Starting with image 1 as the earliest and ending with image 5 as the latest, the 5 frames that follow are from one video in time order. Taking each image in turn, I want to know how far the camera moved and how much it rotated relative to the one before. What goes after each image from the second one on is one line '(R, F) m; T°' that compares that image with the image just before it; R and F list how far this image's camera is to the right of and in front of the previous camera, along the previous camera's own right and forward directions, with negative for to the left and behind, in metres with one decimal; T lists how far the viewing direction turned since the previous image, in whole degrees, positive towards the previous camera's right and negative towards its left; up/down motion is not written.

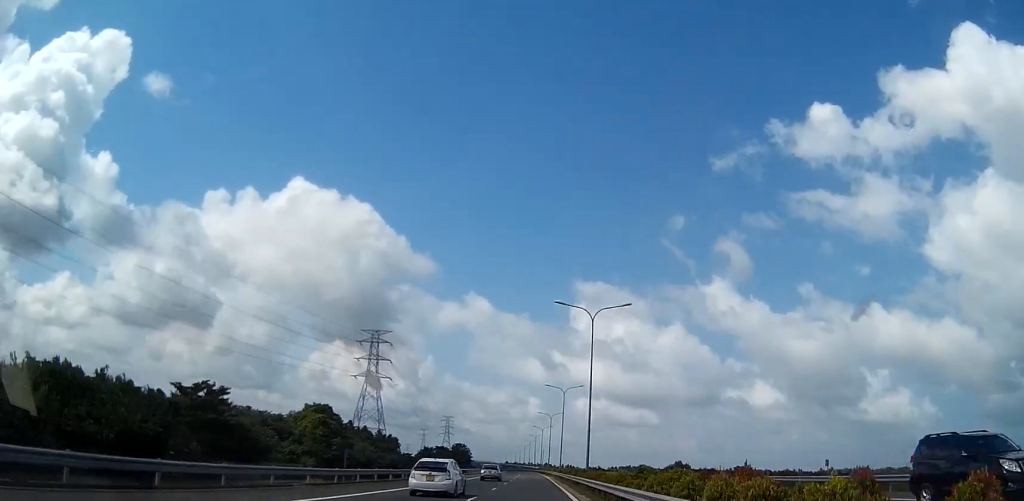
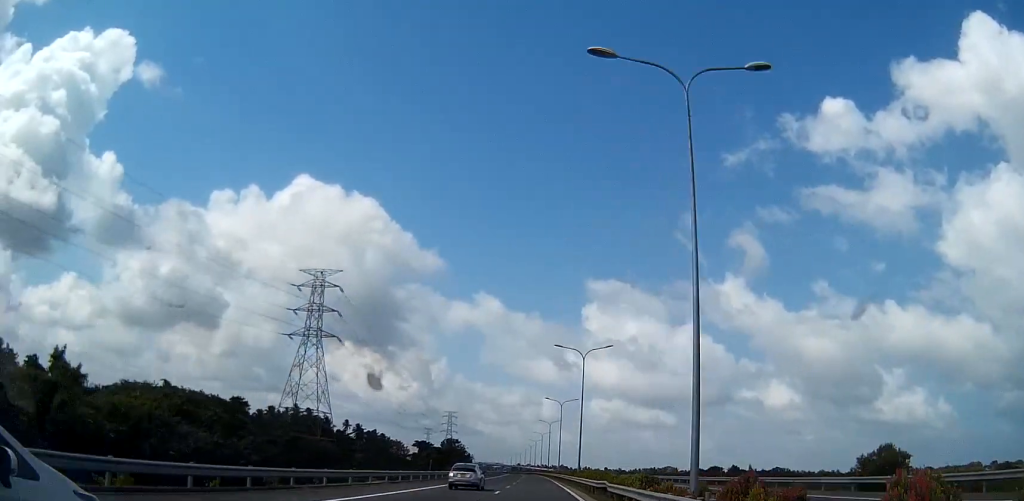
(-0.4, +77.2) m; -1°
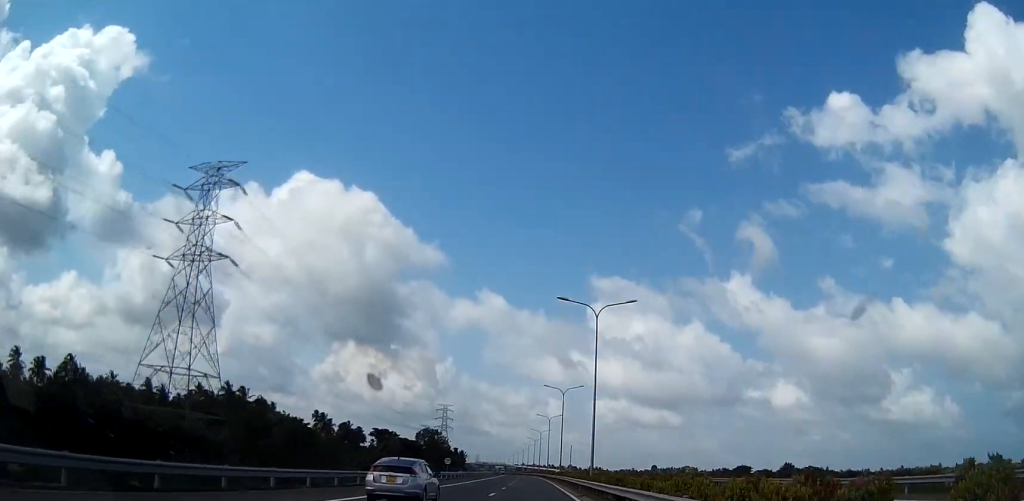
(-0.9, +63.6) m; -2°
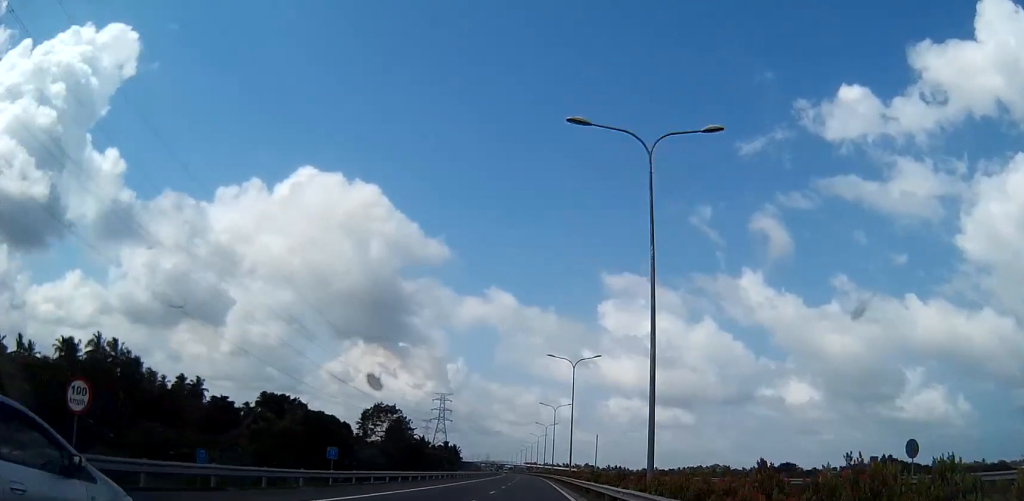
(-0.7, +70.1) m; -1°
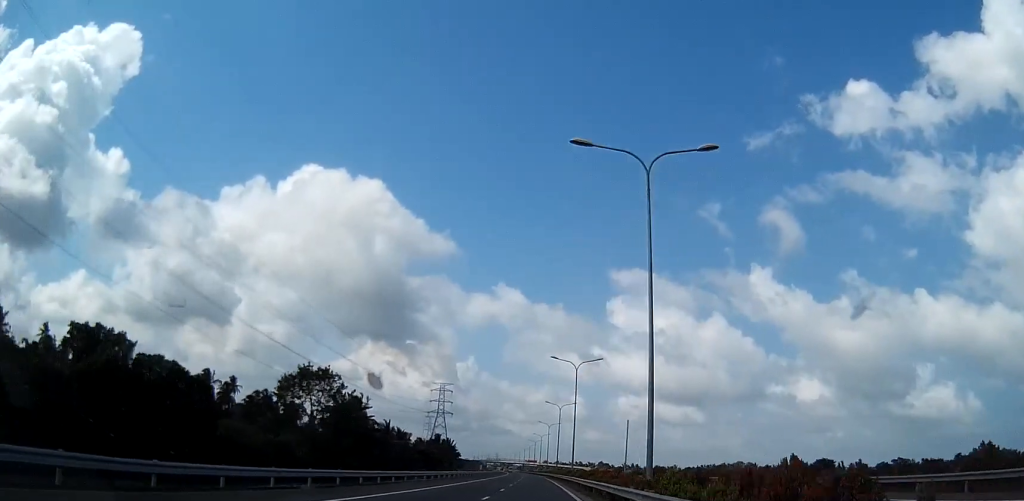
(-0.2, +44.6) m; 0°
